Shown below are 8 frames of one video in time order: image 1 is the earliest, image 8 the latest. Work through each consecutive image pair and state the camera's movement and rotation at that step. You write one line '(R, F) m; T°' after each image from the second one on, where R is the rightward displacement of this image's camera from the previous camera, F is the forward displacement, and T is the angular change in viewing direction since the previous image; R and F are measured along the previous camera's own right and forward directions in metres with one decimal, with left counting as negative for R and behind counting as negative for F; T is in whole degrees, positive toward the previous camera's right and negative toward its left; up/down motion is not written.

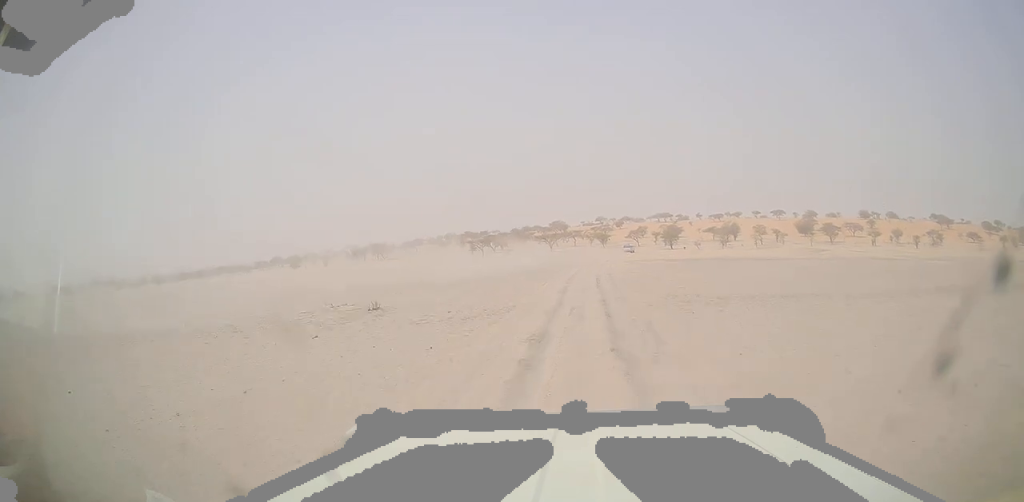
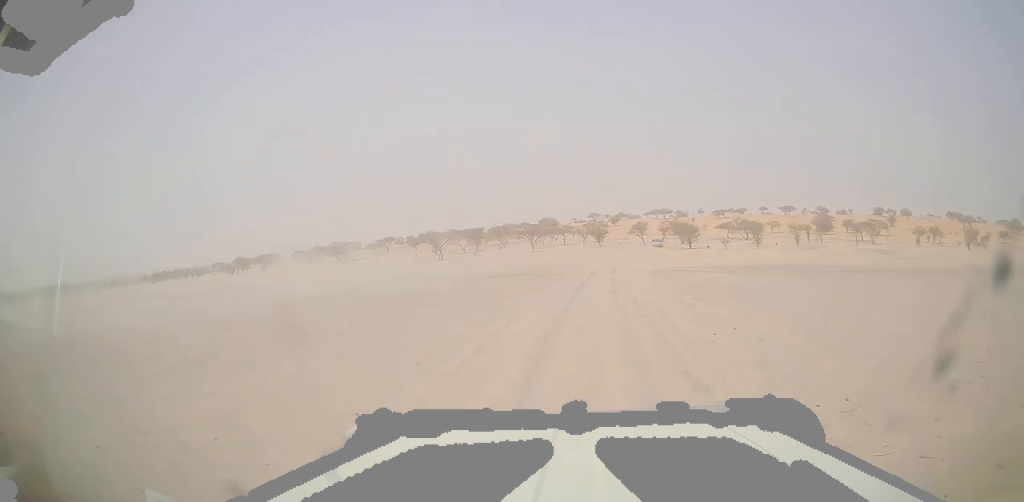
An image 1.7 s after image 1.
(0.0, +31.3) m; 0°
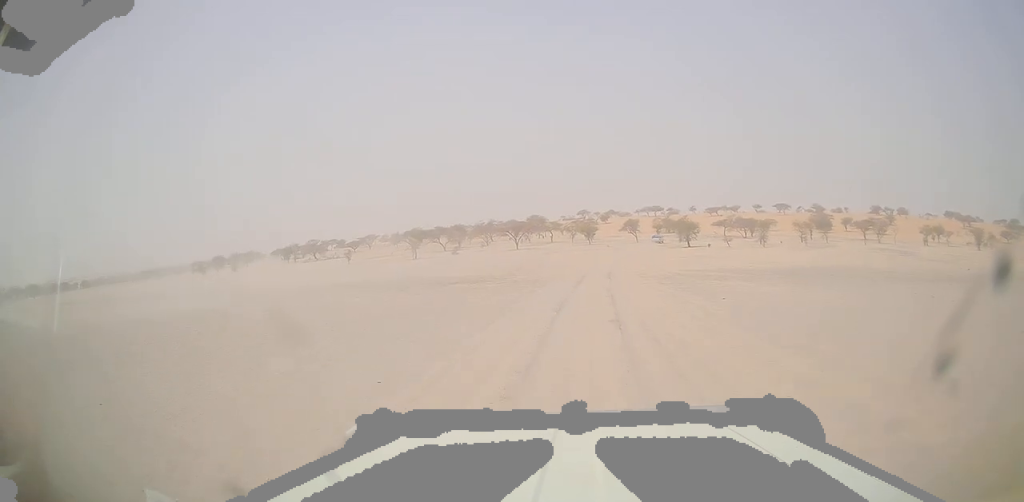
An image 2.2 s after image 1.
(-0.2, +8.7) m; 0°
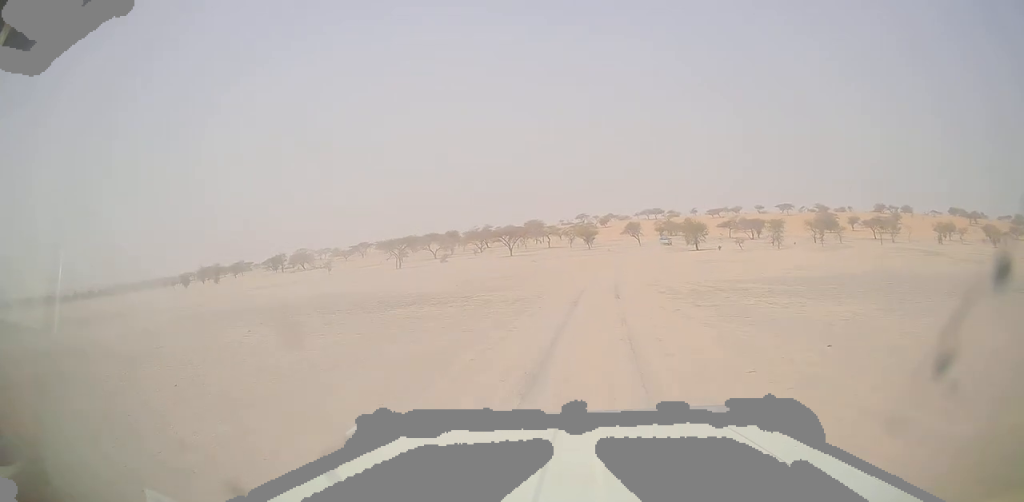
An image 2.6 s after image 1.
(-0.2, +7.4) m; 0°
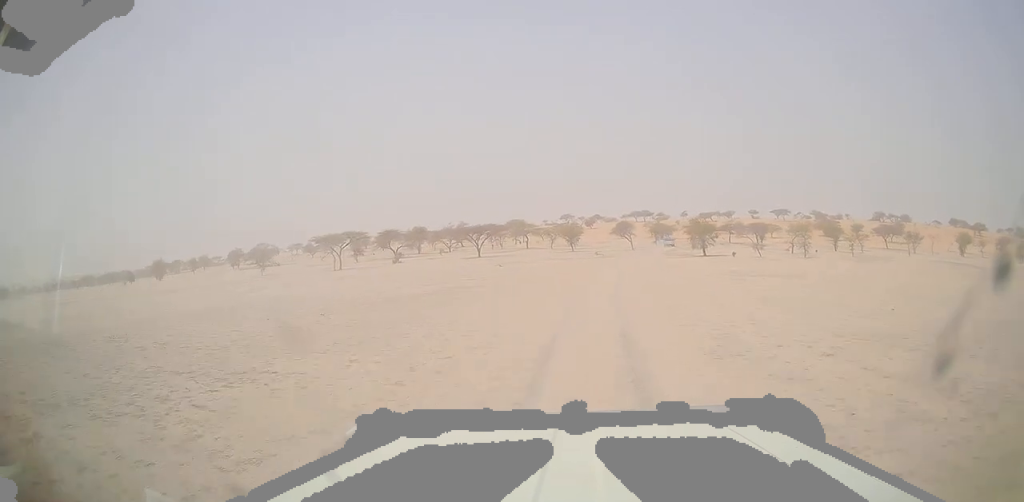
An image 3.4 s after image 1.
(+0.4, +15.7) m; +4°
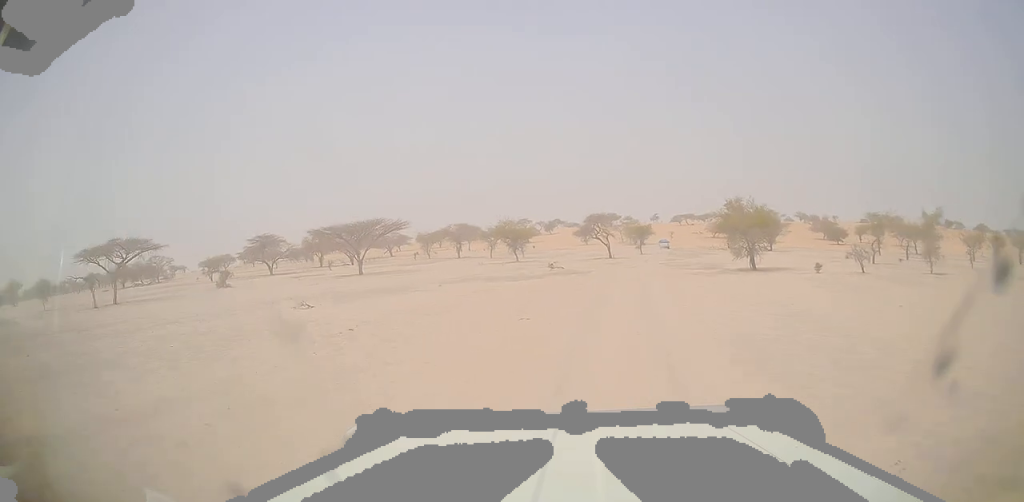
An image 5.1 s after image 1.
(+2.7, +33.1) m; +10°
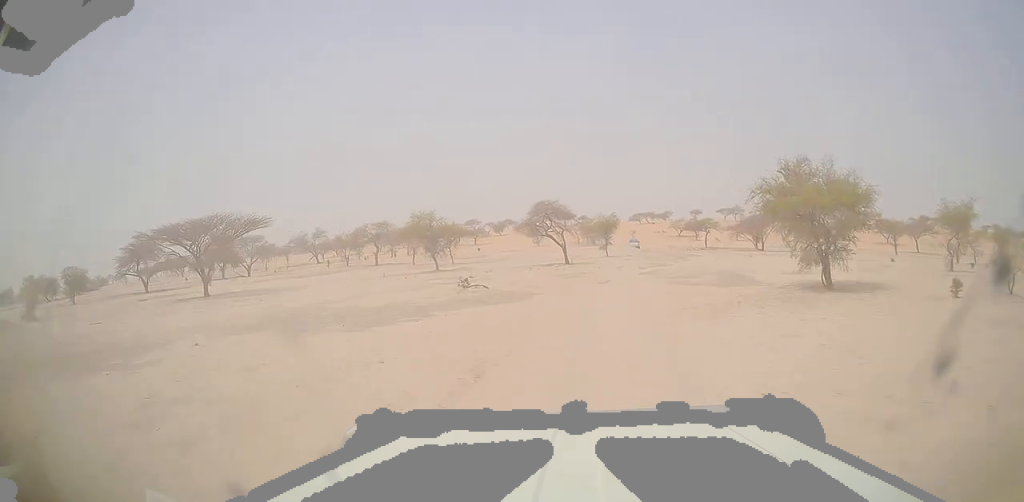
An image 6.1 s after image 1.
(+0.8, +18.0) m; +5°
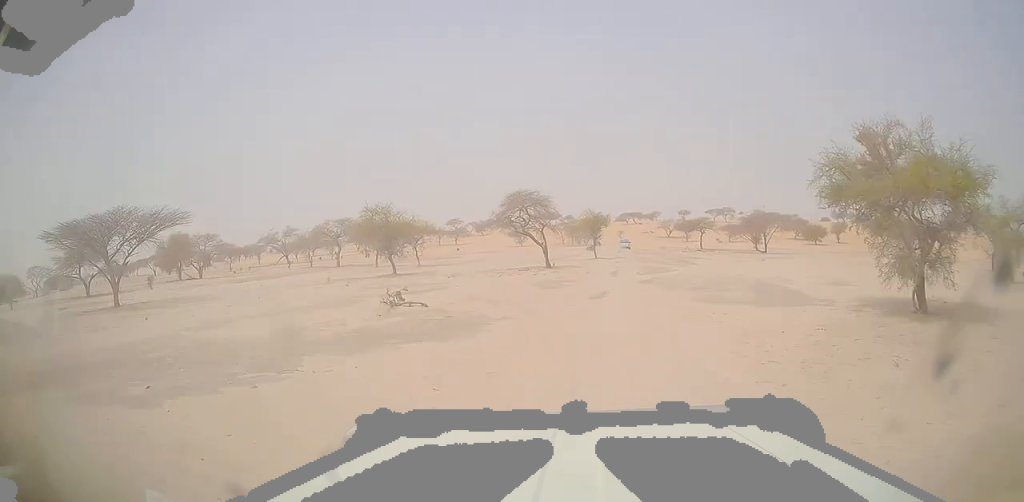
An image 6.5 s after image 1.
(+0.4, +7.7) m; +1°
